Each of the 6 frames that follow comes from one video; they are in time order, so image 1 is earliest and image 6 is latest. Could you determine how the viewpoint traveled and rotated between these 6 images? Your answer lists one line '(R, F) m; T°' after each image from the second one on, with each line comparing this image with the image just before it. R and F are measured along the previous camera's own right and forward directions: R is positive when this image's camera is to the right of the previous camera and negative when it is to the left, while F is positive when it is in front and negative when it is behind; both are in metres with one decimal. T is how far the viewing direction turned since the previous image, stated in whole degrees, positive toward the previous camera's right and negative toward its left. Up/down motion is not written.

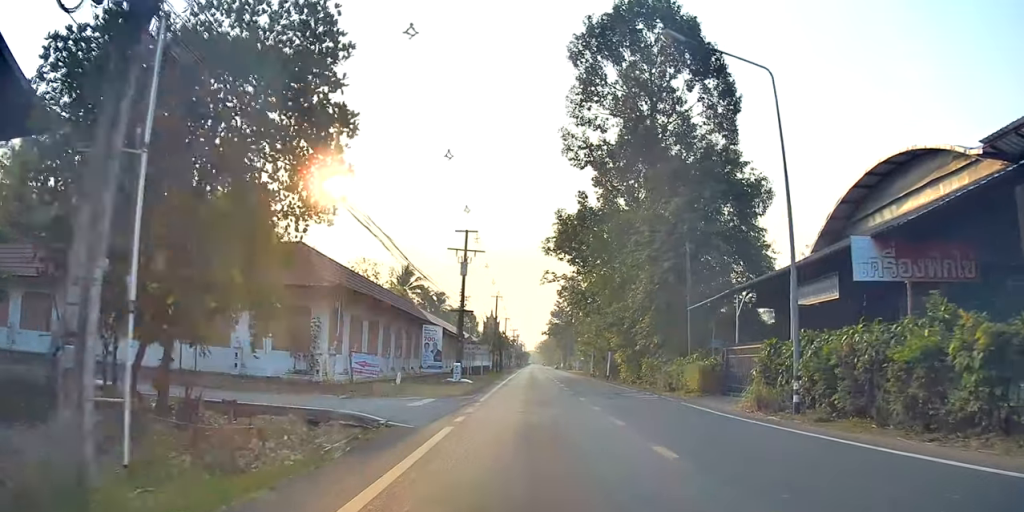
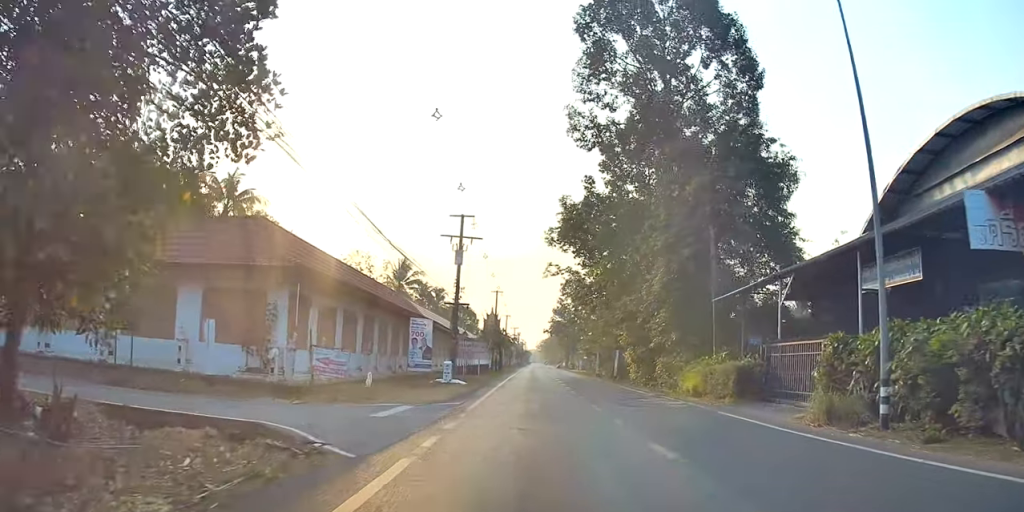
(-0.2, +4.1) m; 0°
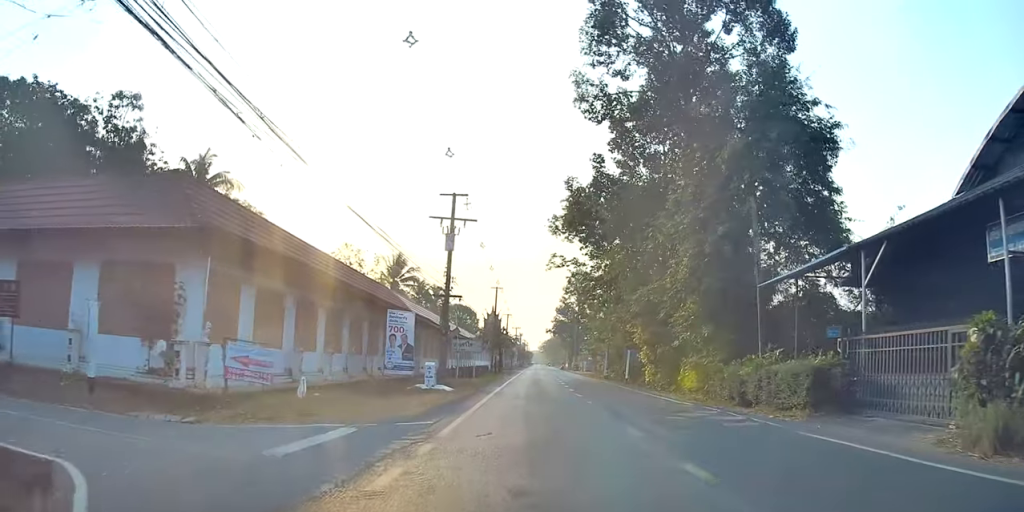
(+0.2, +5.4) m; 0°
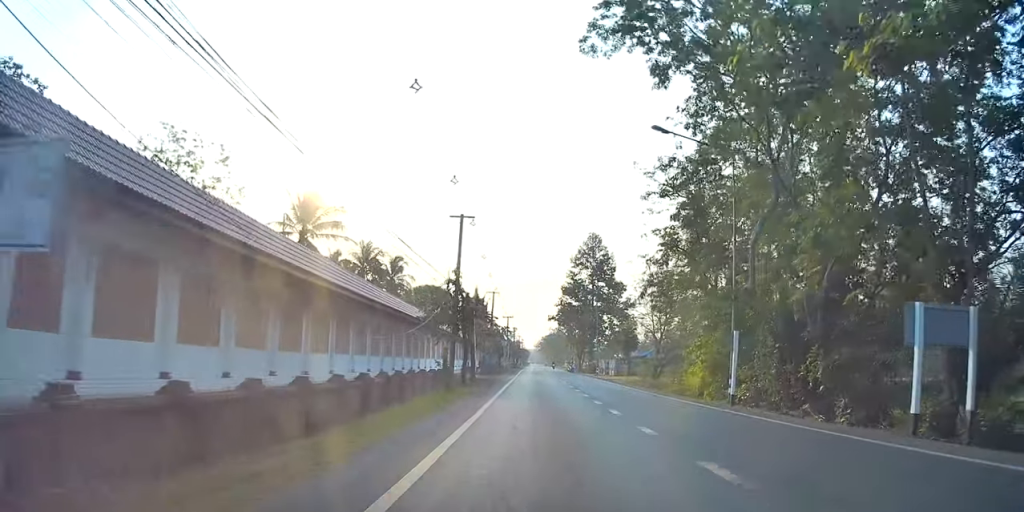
(+0.2, +36.2) m; 0°
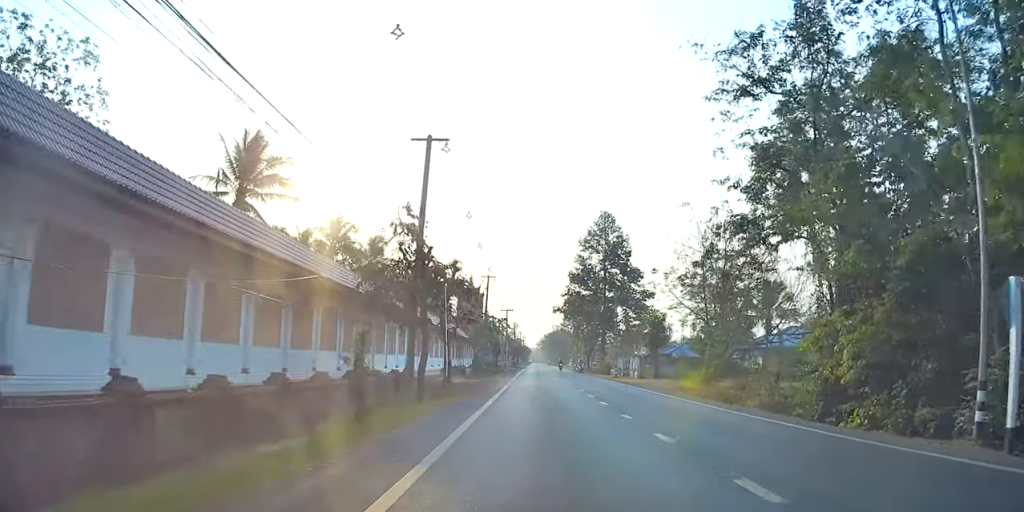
(+0.5, +13.4) m; +1°
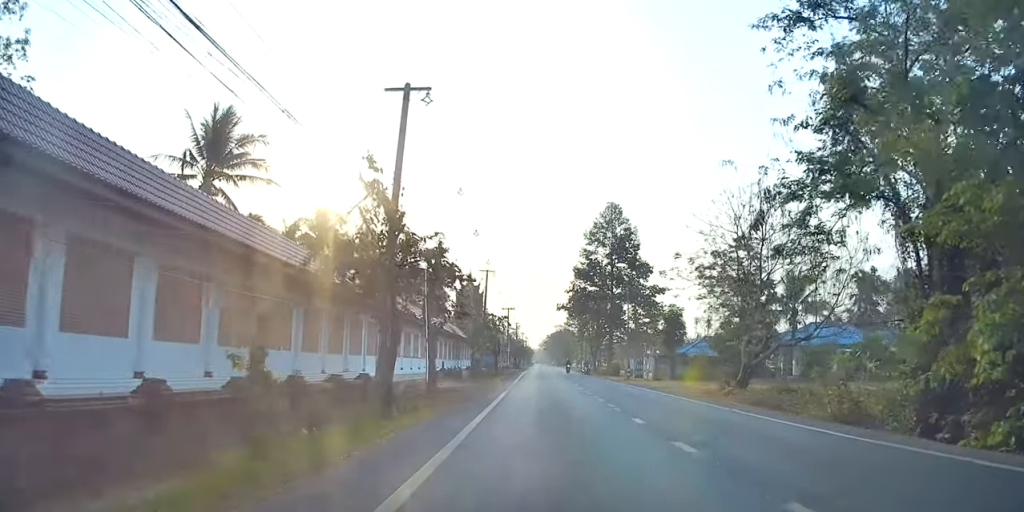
(-0.2, +5.1) m; +1°
